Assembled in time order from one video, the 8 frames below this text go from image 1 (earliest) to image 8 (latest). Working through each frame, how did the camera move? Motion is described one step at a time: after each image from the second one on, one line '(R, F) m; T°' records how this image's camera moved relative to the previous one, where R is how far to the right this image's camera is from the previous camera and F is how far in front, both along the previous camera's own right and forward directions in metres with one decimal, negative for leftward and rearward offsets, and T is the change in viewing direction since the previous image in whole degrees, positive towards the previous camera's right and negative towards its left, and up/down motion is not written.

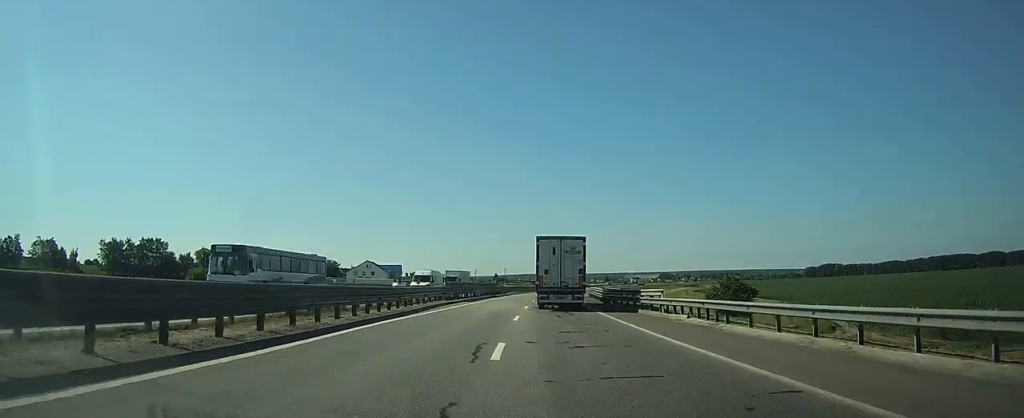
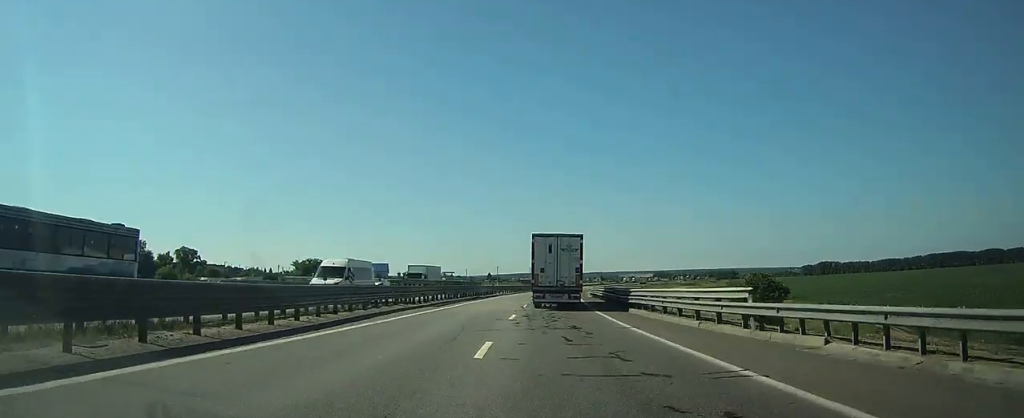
(0.0, +11.8) m; +1°
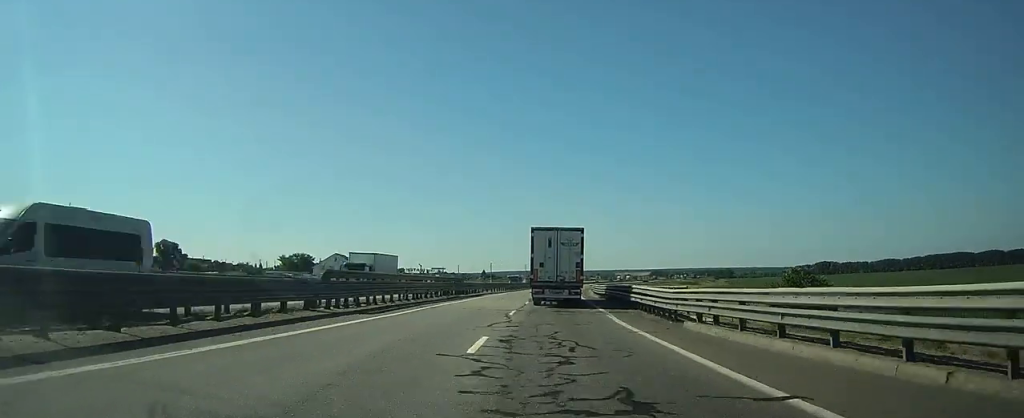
(+0.2, +11.8) m; +1°
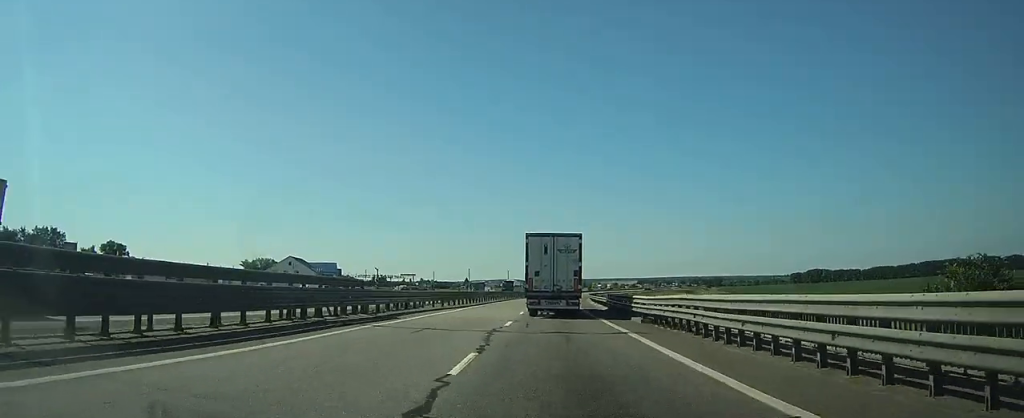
(+0.4, +26.0) m; +2°
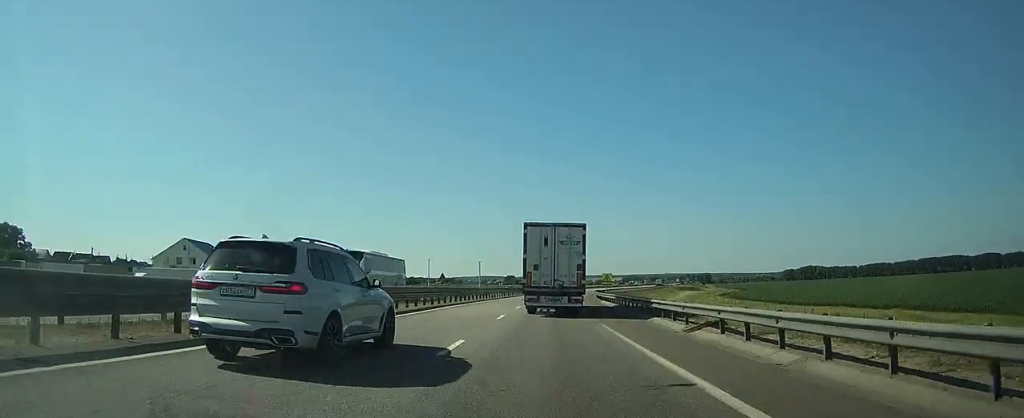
(+1.1, +46.9) m; +2°
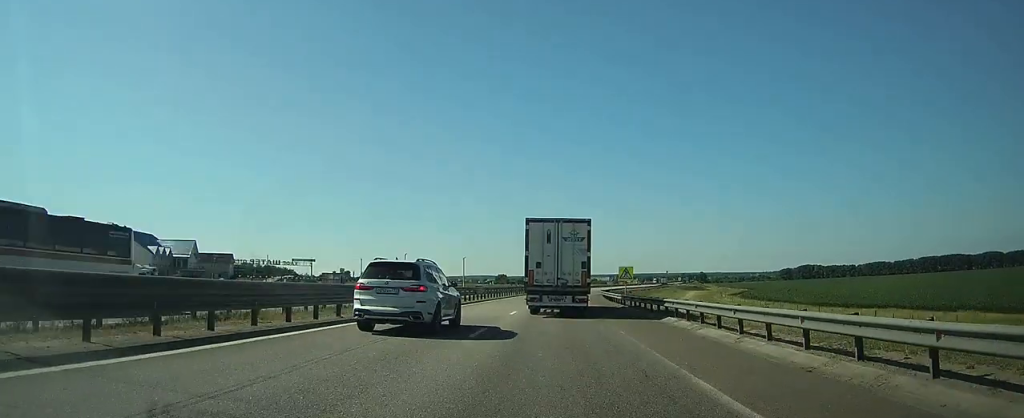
(+0.1, +21.0) m; +1°
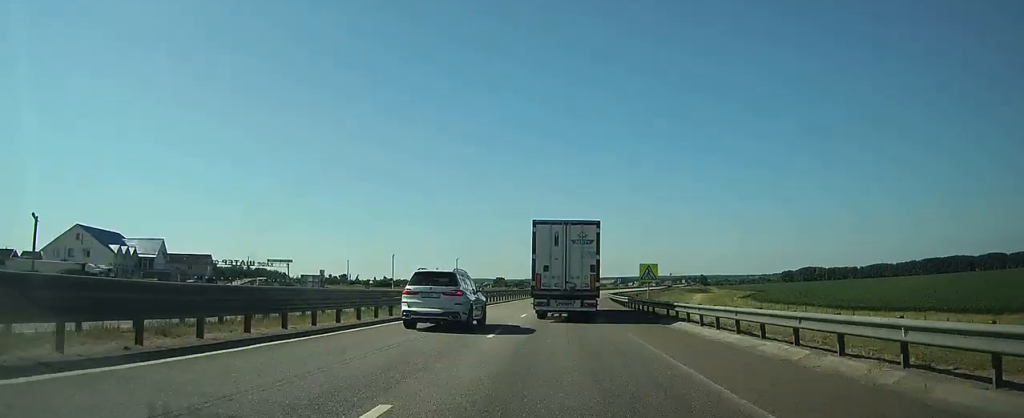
(+0.1, +11.0) m; 0°
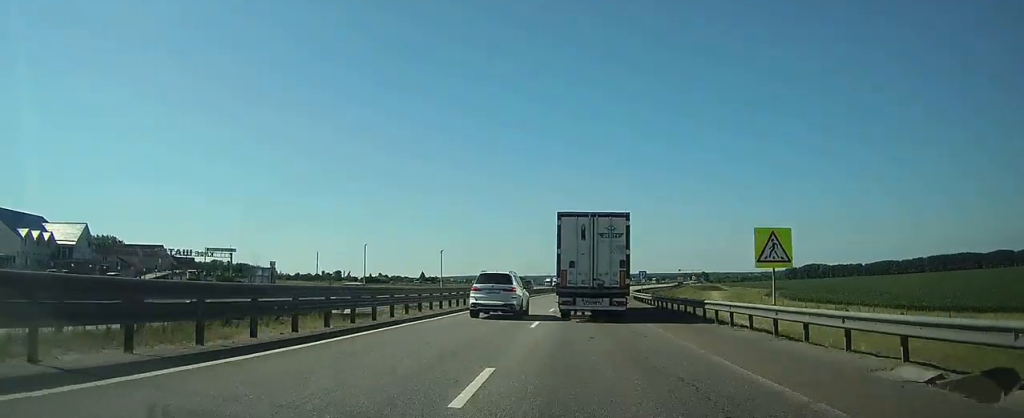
(+0.1, +21.2) m; 0°
